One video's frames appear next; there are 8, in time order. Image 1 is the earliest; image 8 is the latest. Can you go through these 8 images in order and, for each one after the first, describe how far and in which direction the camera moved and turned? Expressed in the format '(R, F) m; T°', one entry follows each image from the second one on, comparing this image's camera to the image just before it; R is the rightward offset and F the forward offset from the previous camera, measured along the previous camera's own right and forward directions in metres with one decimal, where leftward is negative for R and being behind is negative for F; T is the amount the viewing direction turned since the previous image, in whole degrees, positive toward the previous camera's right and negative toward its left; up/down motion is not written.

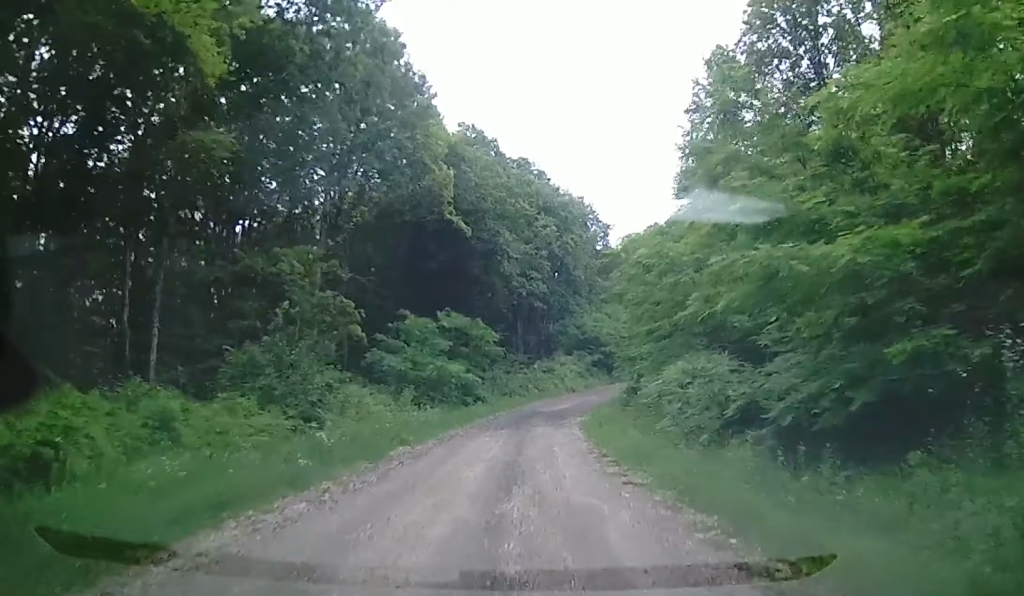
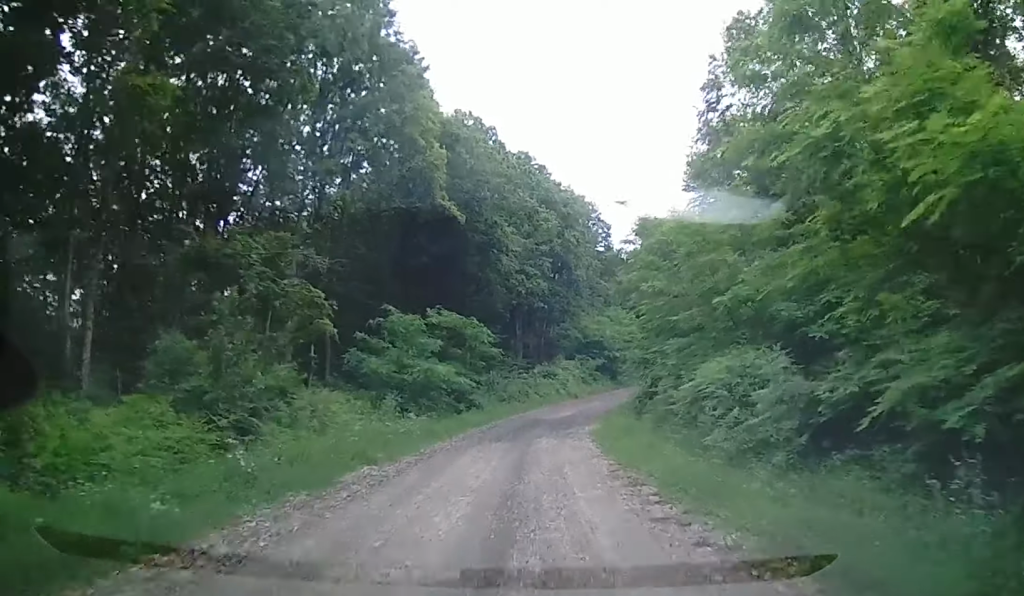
(+0.1, +3.4) m; 0°
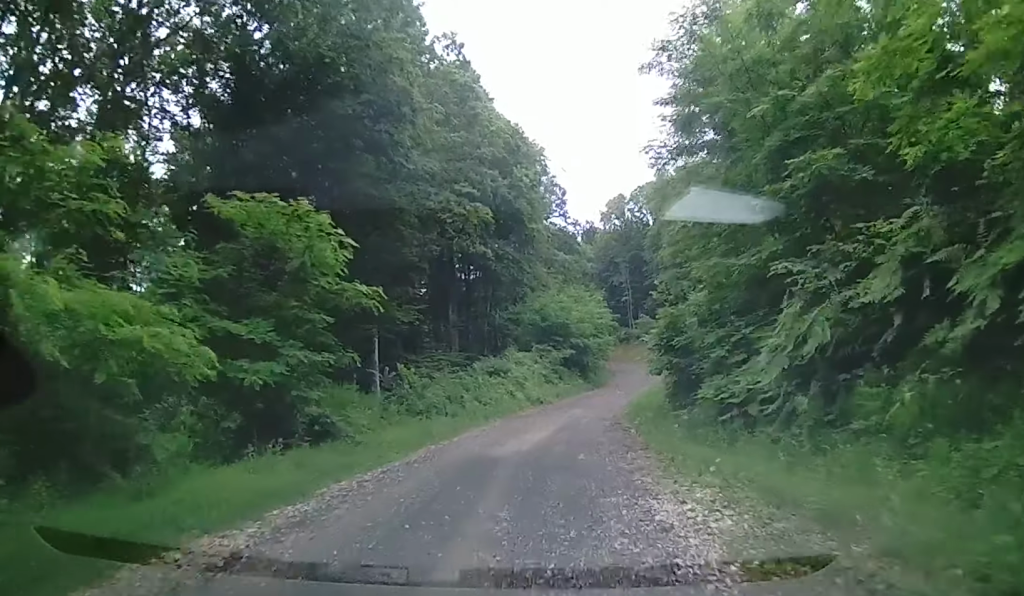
(+0.9, +18.7) m; +5°
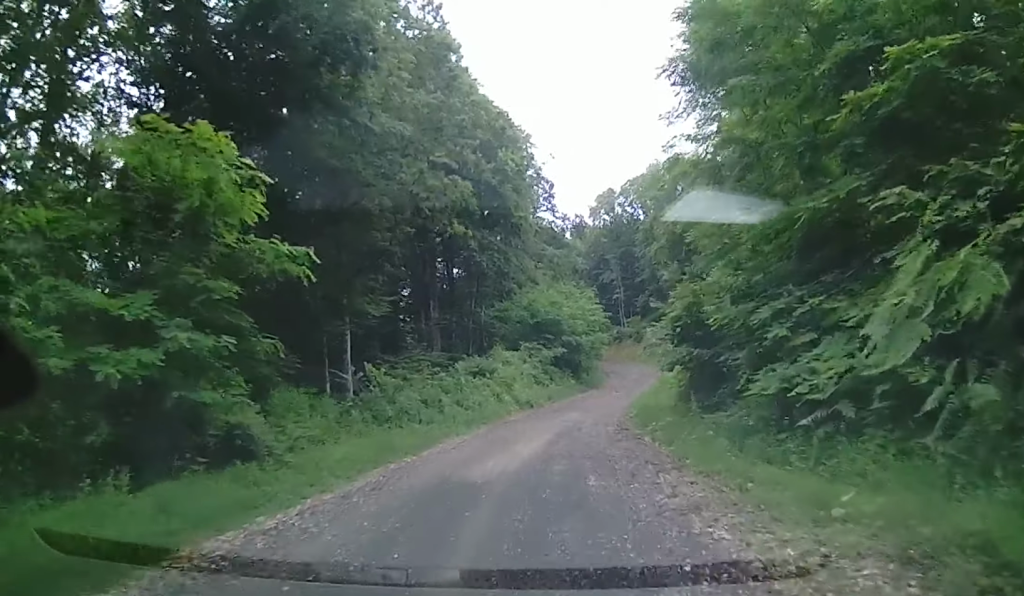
(0.0, +3.9) m; +2°
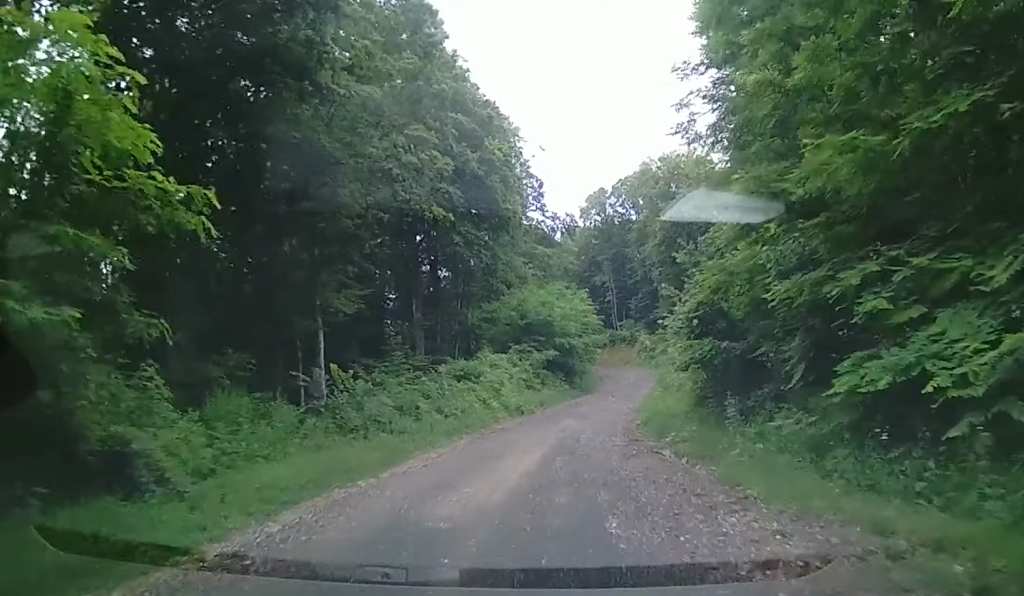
(0.0, +3.2) m; +1°
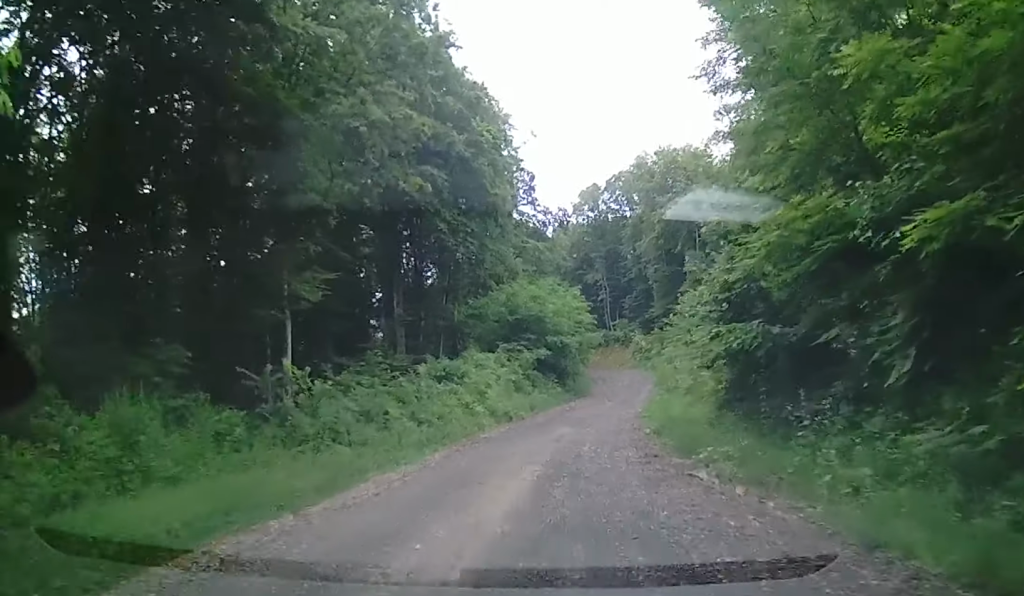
(+0.1, +3.6) m; +1°
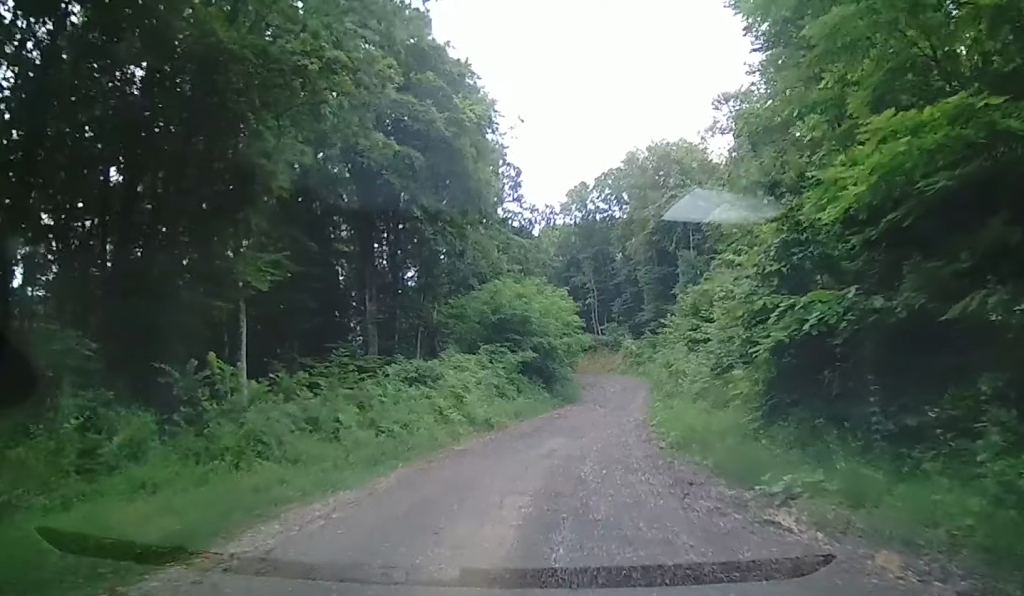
(+0.1, +3.8) m; +1°
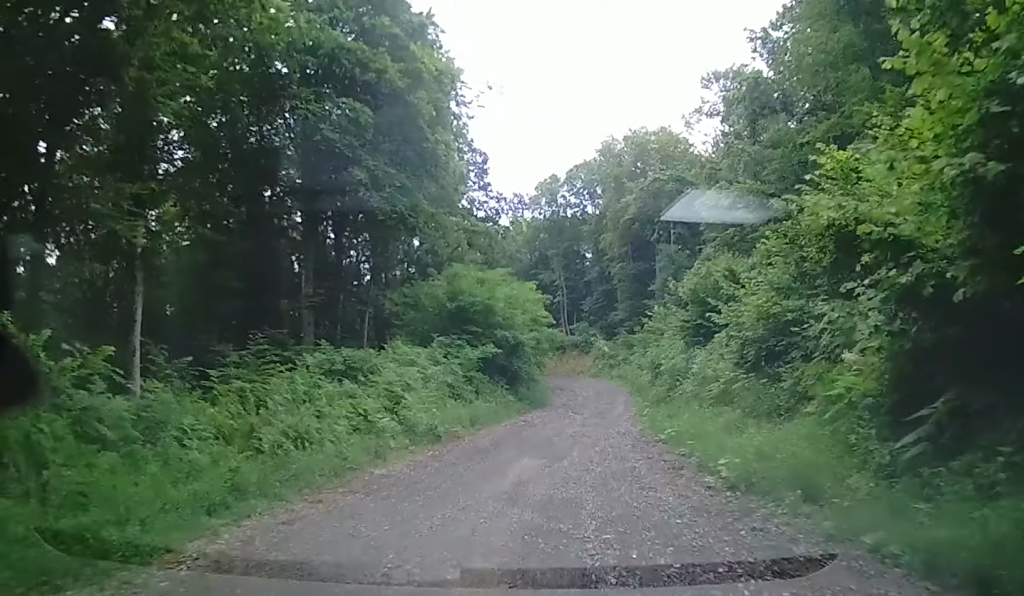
(0.0, +6.2) m; +1°
